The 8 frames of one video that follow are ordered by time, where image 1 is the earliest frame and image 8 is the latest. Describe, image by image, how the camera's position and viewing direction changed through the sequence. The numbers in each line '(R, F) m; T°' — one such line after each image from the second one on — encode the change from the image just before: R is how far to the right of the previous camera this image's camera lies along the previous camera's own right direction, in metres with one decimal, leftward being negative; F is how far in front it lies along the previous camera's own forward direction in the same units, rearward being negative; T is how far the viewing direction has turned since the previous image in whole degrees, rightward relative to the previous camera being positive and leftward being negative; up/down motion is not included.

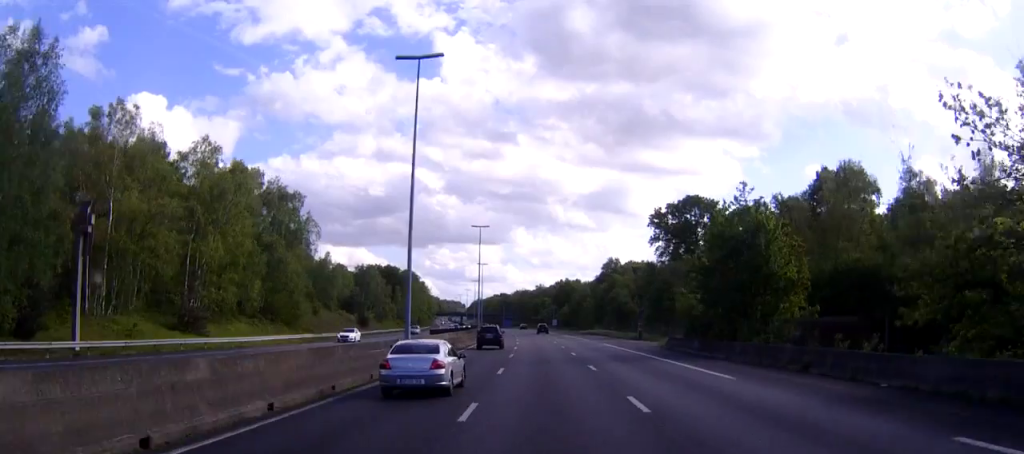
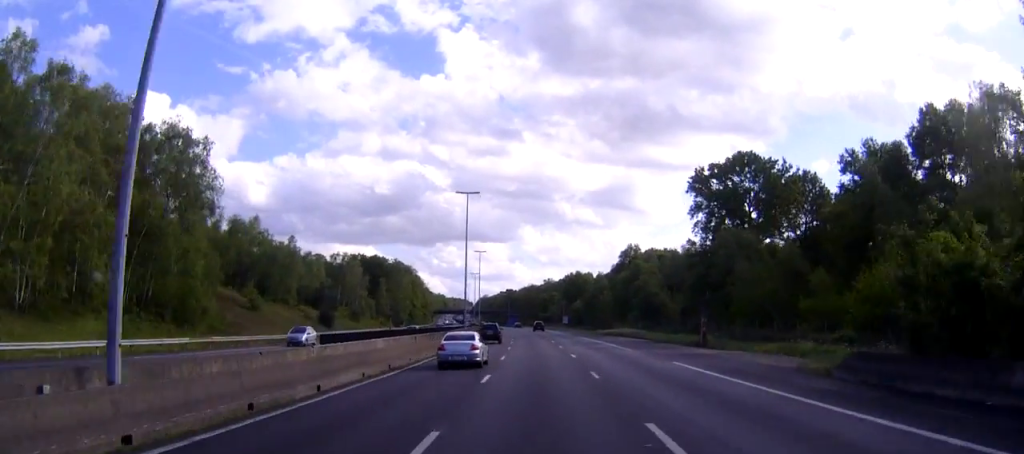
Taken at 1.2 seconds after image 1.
(-0.2, +30.8) m; 0°
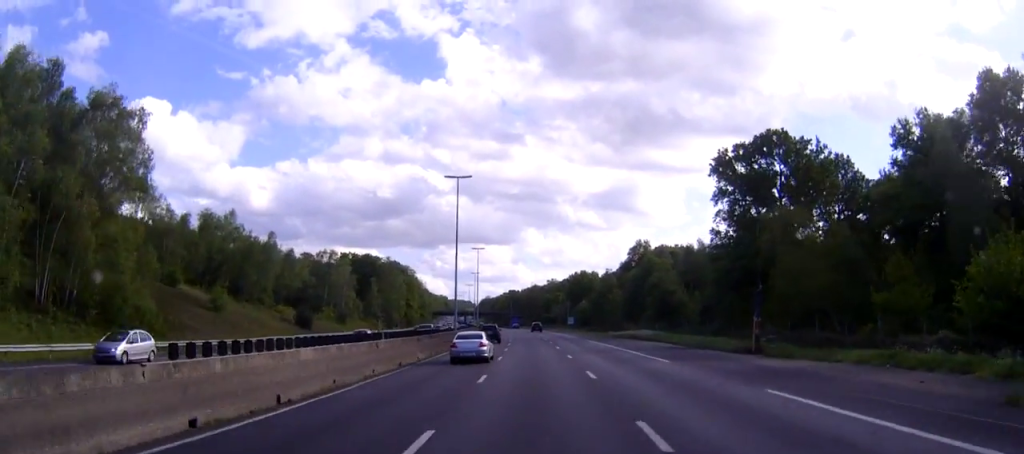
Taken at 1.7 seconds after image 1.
(0.0, +12.8) m; 0°
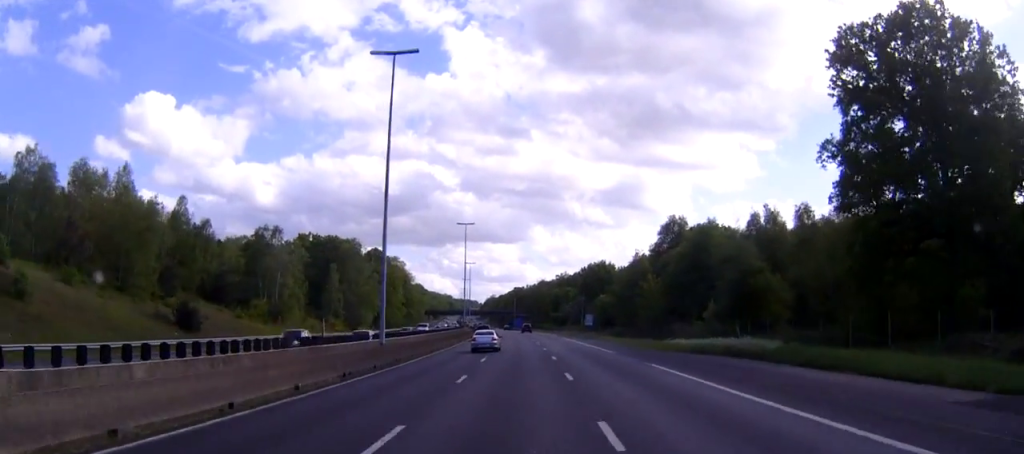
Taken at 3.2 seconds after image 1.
(-0.2, +38.4) m; -1°
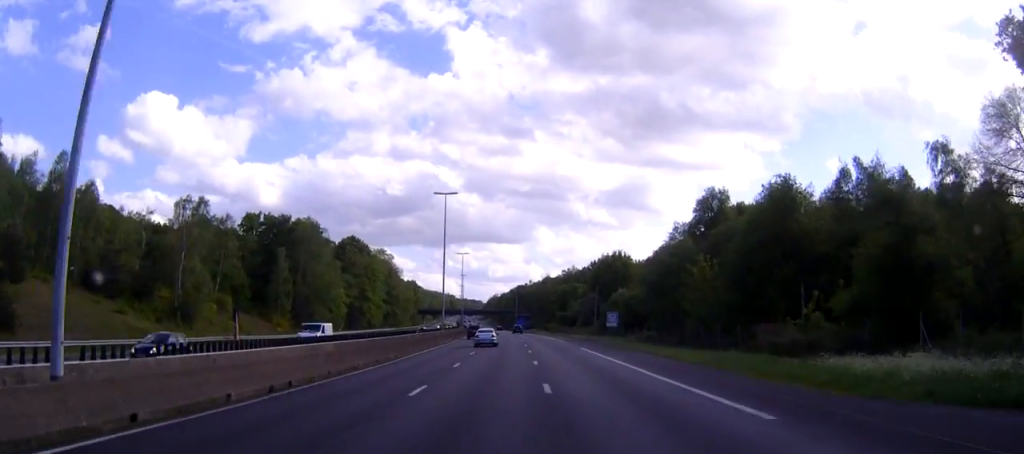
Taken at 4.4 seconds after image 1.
(-0.1, +30.0) m; -1°
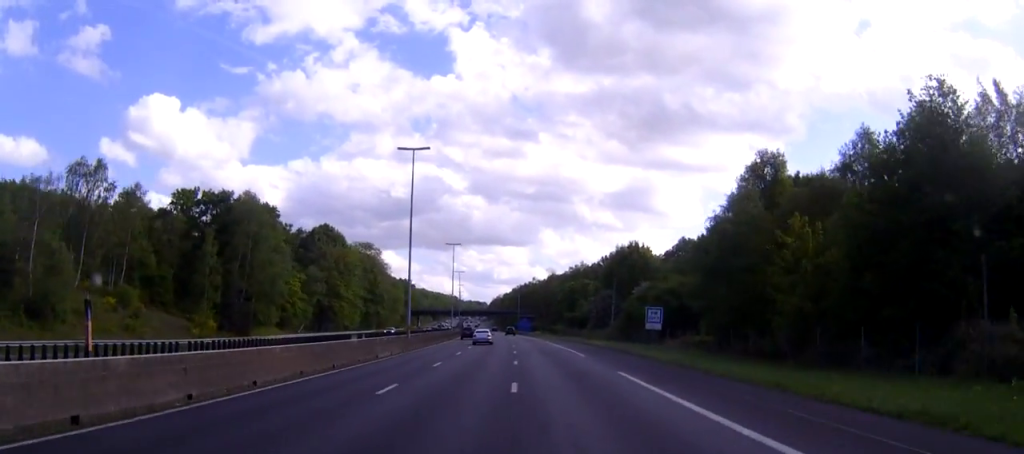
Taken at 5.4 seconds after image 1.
(-0.1, +25.7) m; -1°
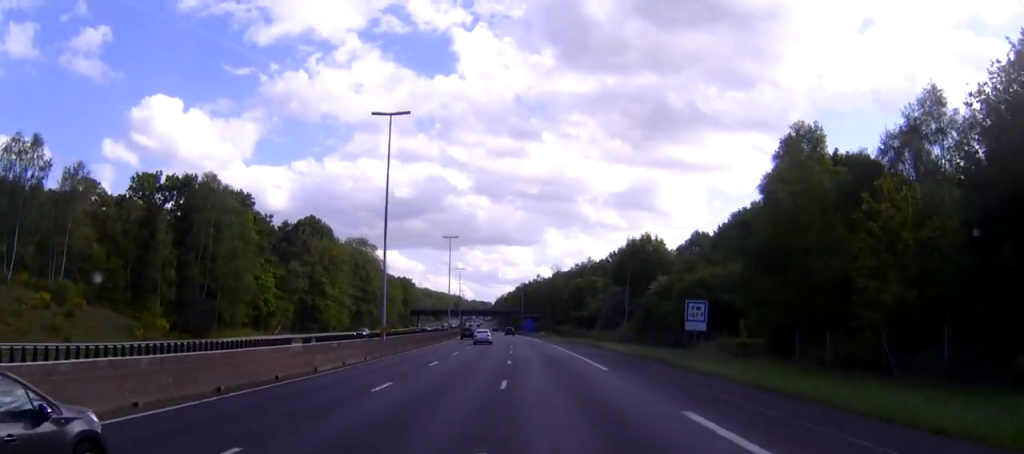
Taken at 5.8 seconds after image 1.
(0.0, +12.0) m; 0°
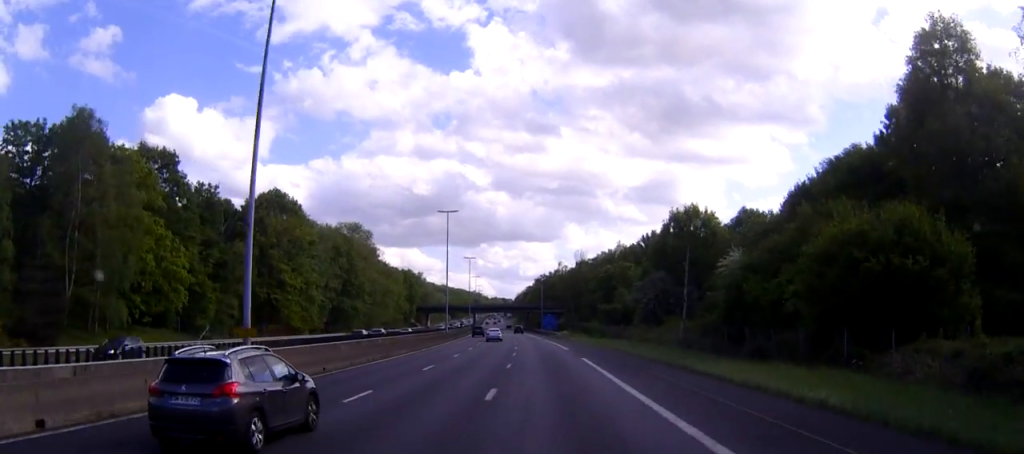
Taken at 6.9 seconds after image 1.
(-0.3, +28.4) m; -1°
